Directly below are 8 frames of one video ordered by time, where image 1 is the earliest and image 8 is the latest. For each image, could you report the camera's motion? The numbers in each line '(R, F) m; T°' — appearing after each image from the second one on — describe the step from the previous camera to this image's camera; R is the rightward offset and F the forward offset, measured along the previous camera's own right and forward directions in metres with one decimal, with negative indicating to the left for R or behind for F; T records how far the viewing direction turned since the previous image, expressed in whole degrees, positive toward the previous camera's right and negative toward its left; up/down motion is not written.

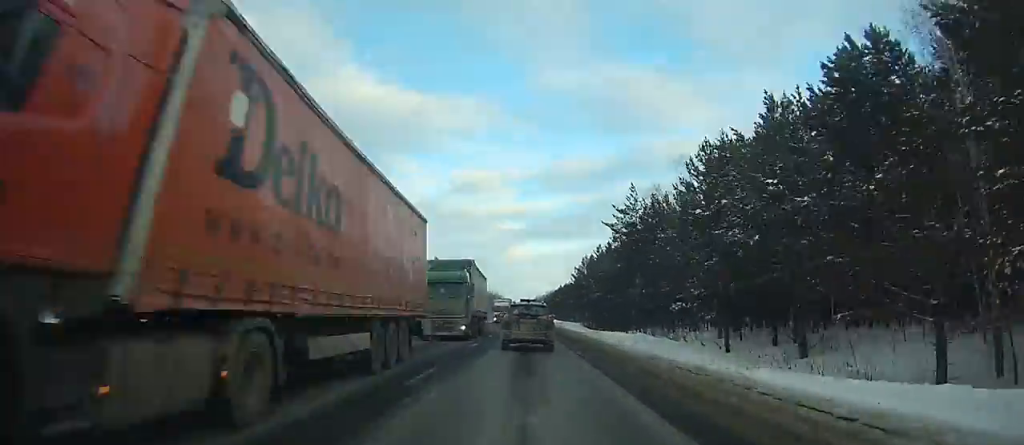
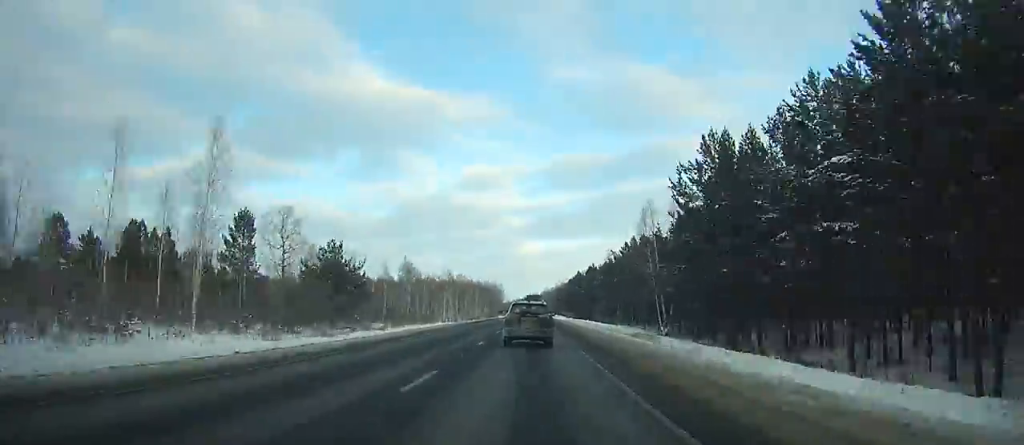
(0.0, +82.0) m; 0°
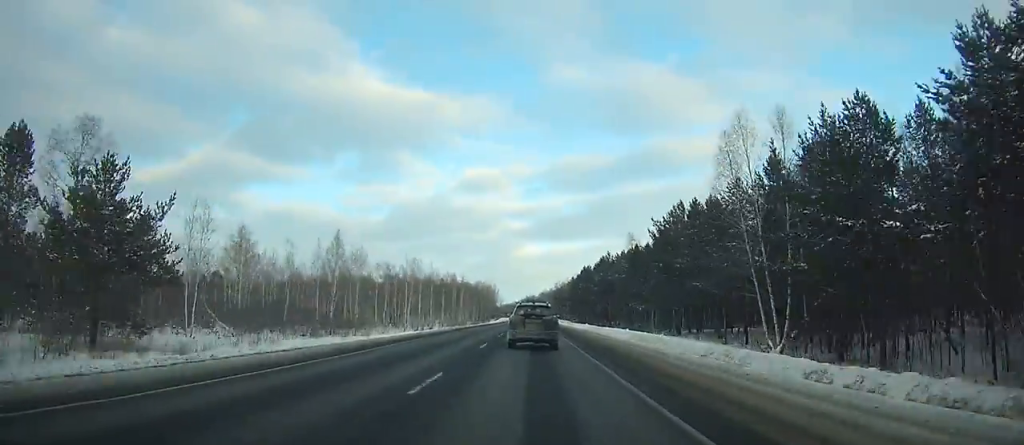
(0.0, +35.8) m; 0°
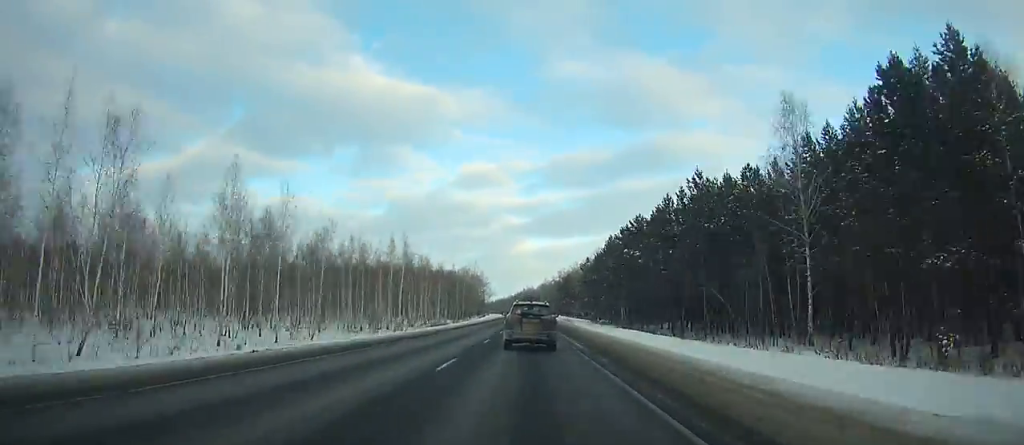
(+0.2, +66.1) m; 0°
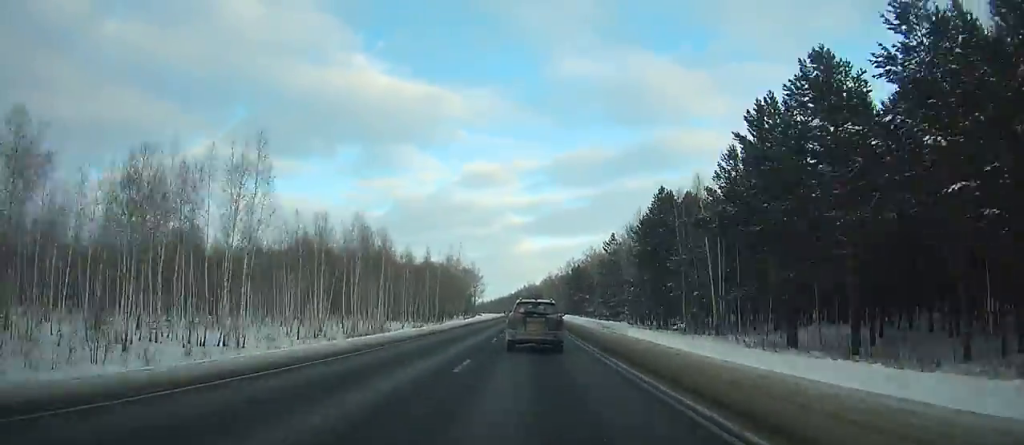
(+0.1, +47.3) m; 0°
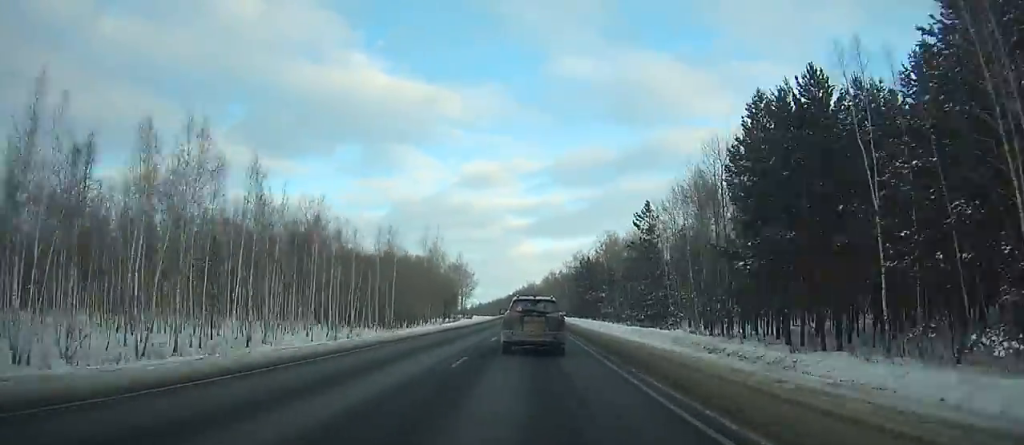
(-0.1, +34.4) m; 0°
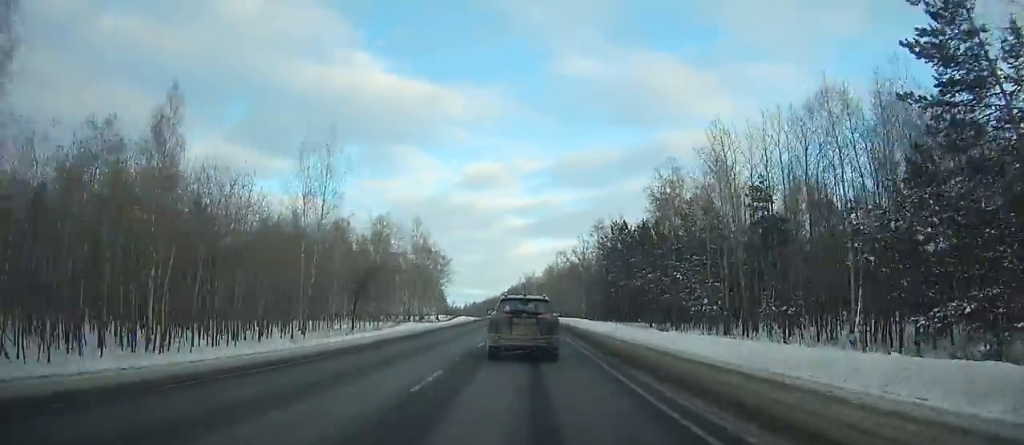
(-0.1, +62.0) m; 0°
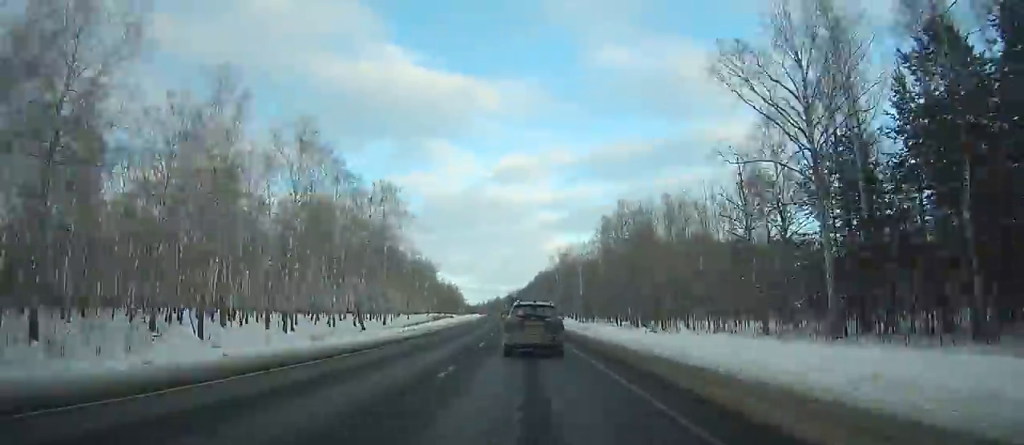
(-1.1, +94.9) m; -3°
